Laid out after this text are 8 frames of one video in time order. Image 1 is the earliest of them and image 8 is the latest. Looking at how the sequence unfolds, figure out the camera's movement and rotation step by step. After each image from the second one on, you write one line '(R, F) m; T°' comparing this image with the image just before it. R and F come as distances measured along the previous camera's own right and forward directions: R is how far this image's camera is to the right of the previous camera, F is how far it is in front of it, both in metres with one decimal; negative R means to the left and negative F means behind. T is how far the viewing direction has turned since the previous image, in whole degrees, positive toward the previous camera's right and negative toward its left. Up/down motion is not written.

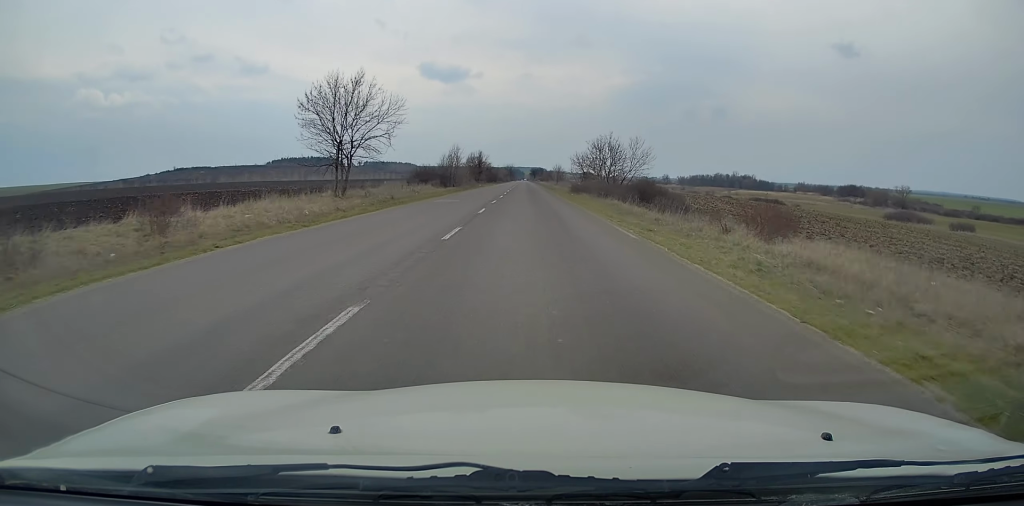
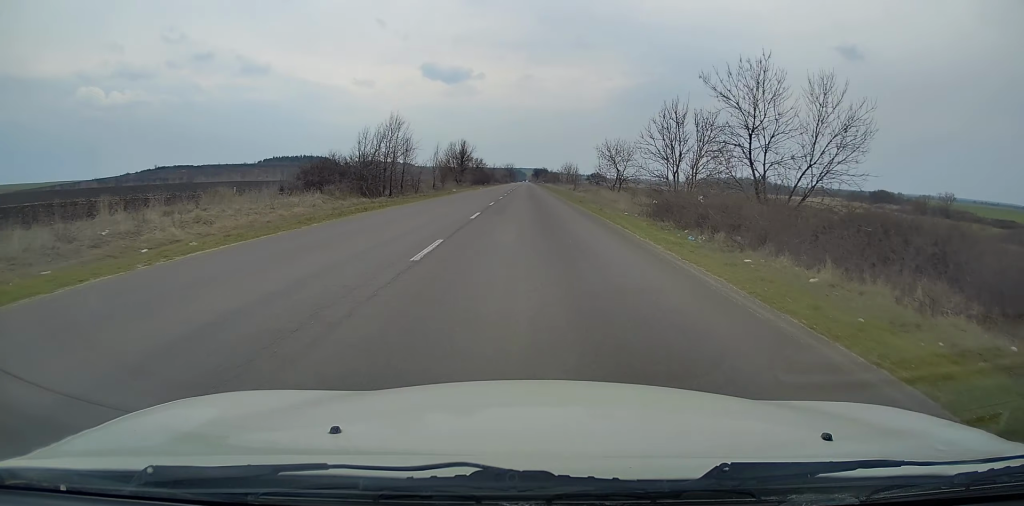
(0.0, +39.9) m; 0°
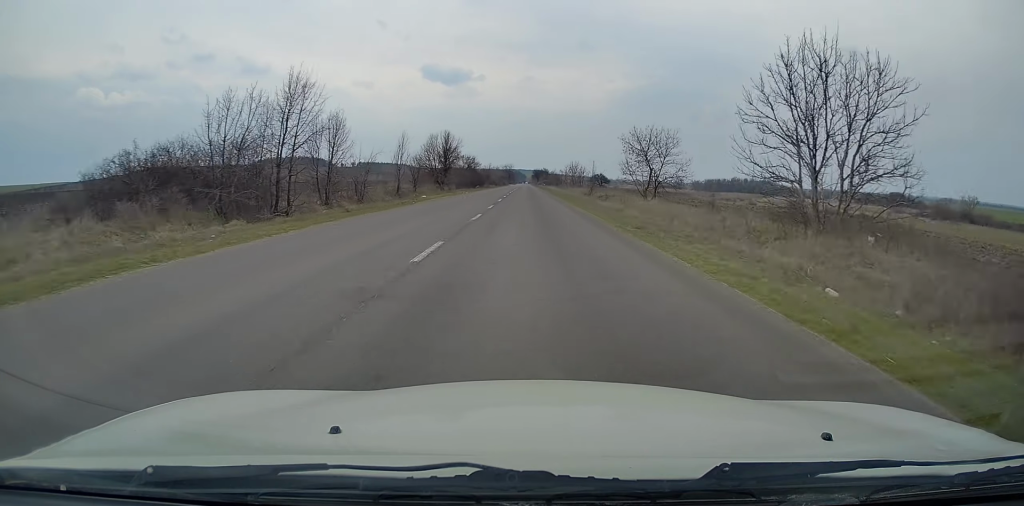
(0.0, +19.4) m; 0°
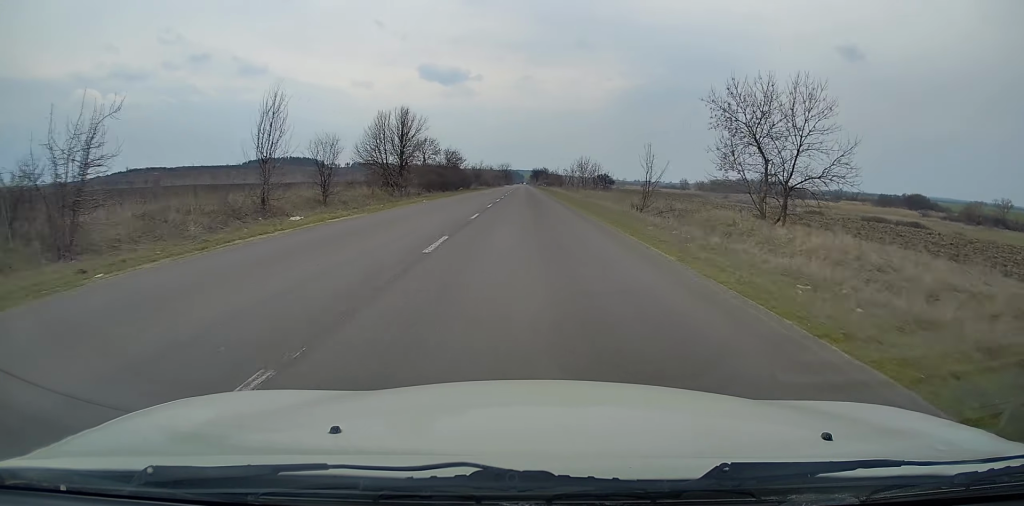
(0.0, +26.2) m; 0°
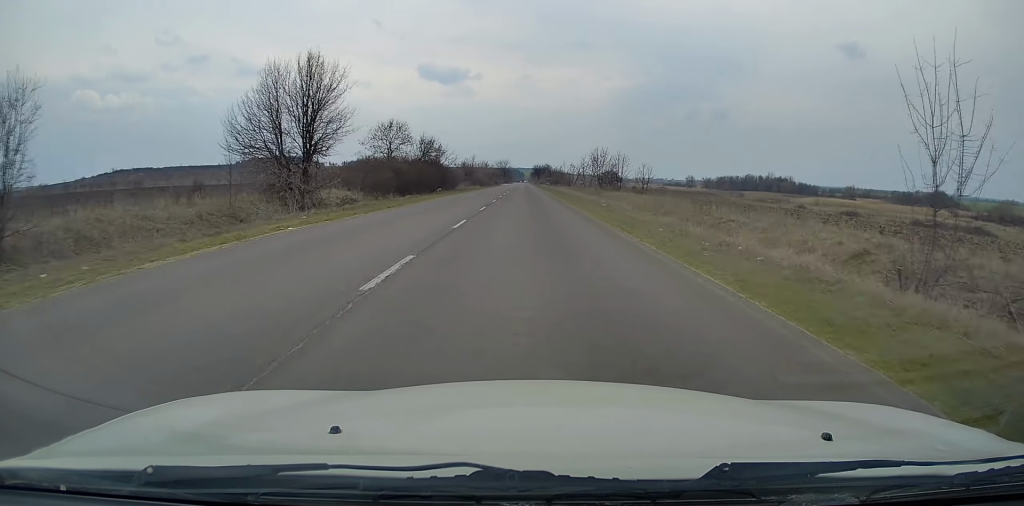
(-0.1, +22.4) m; 0°
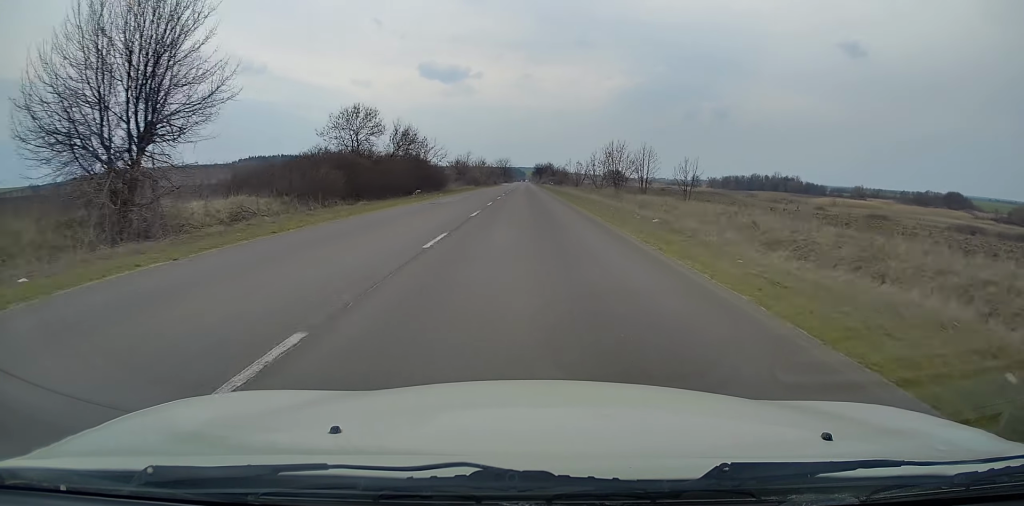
(0.0, +13.6) m; 0°
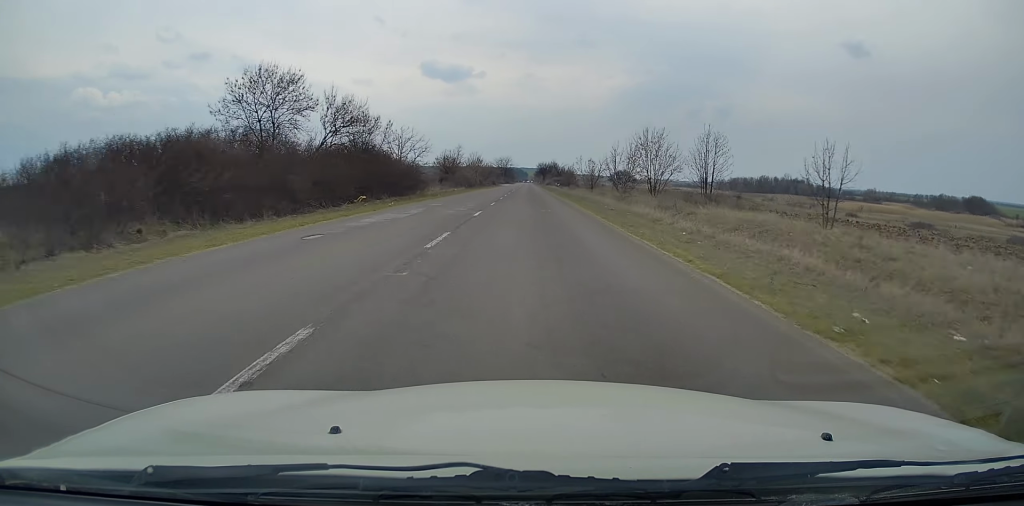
(0.0, +18.5) m; 0°
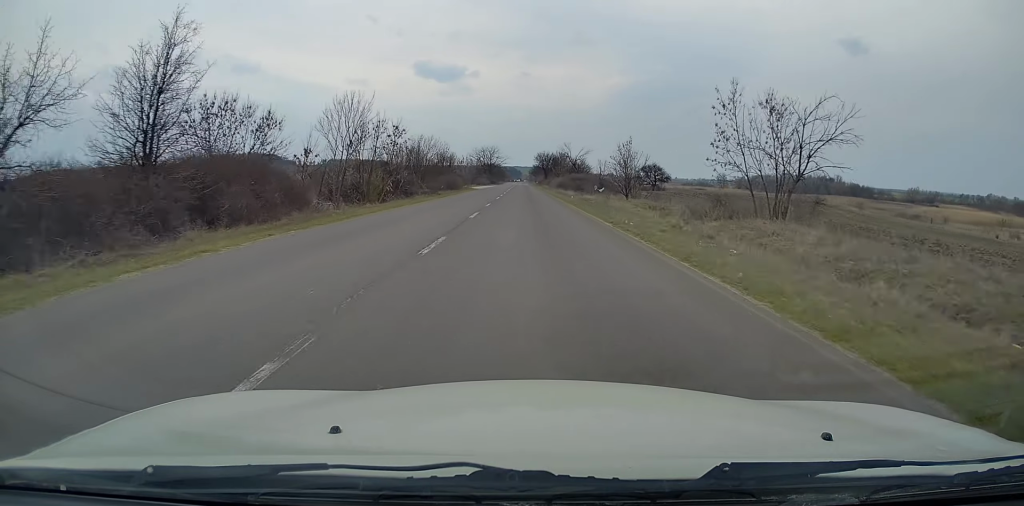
(0.0, +74.8) m; 0°
